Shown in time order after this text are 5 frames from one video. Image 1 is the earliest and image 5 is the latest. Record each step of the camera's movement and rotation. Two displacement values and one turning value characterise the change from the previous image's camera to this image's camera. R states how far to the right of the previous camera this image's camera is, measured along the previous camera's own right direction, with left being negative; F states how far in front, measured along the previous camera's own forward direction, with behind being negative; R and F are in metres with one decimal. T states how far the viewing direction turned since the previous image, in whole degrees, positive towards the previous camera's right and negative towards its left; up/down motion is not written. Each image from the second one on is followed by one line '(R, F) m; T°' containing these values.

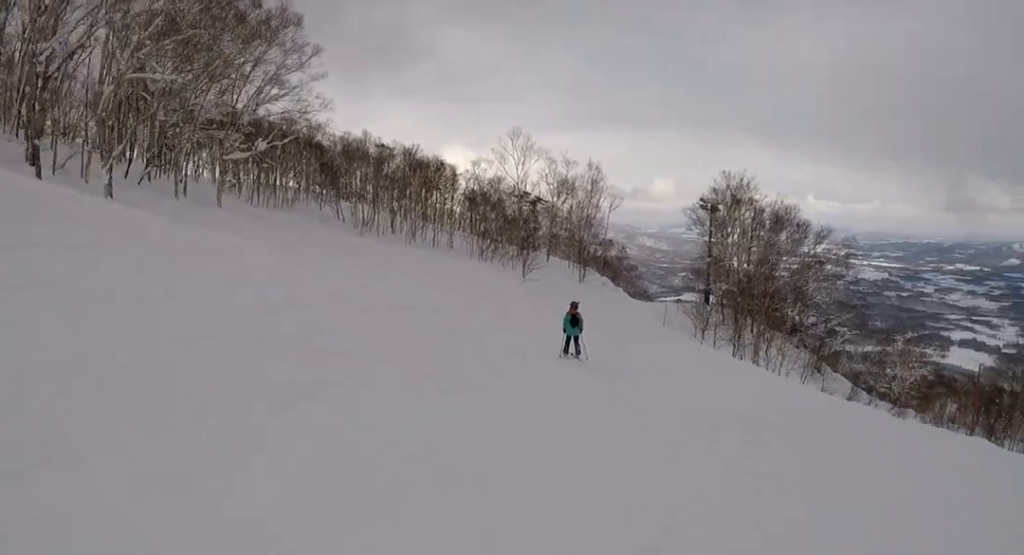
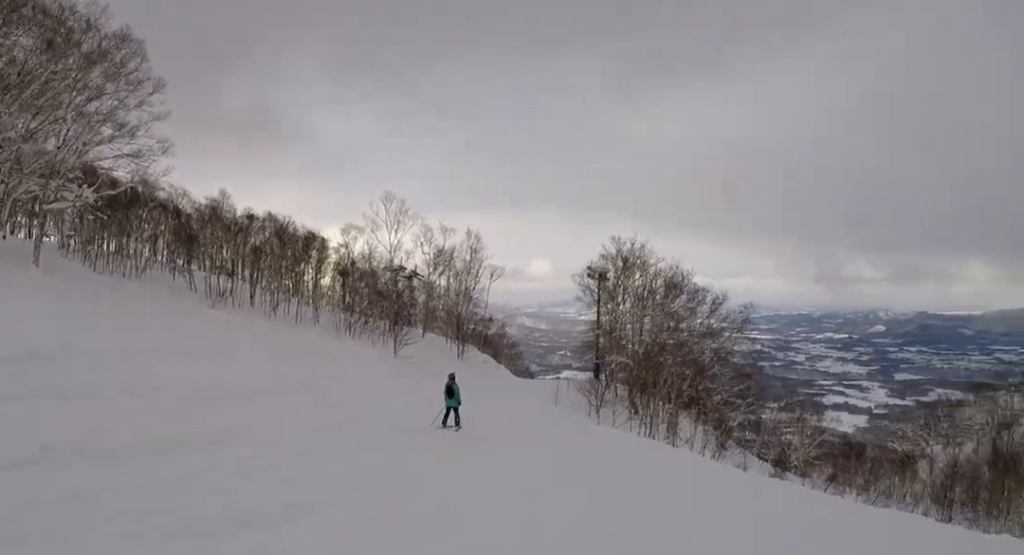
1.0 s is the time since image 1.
(+0.2, +7.5) m; +15°
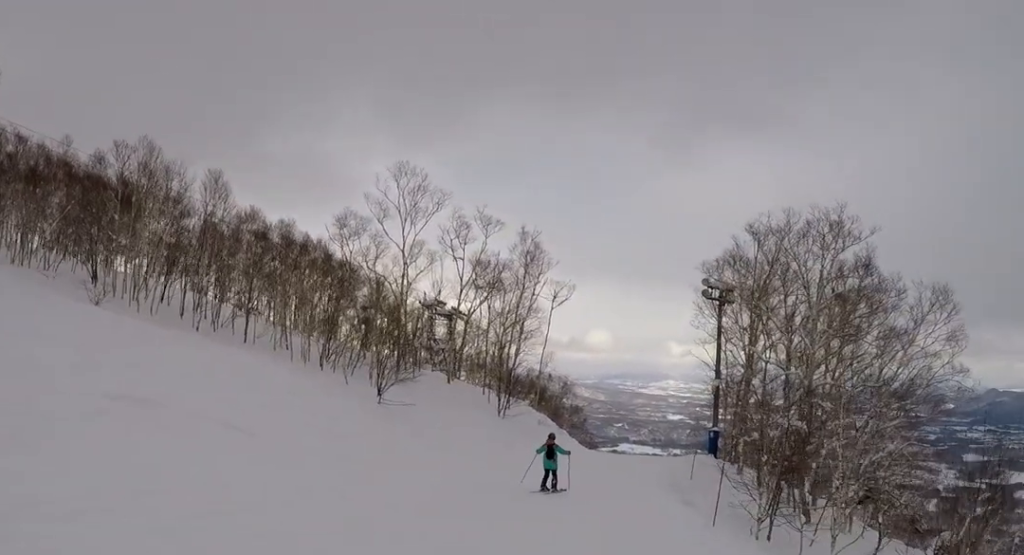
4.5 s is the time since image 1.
(-1.7, +24.5) m; -10°
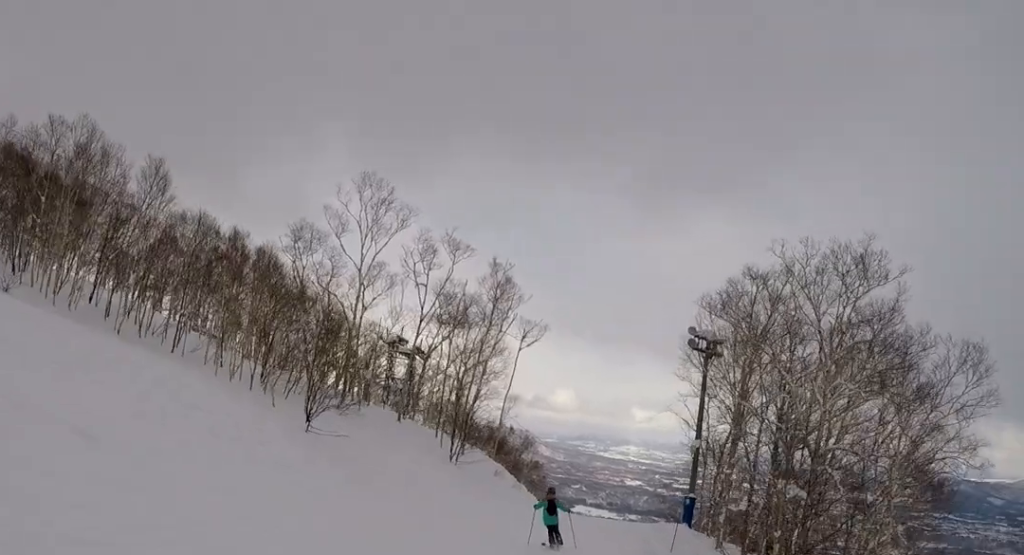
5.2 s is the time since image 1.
(+0.3, +4.8) m; 0°
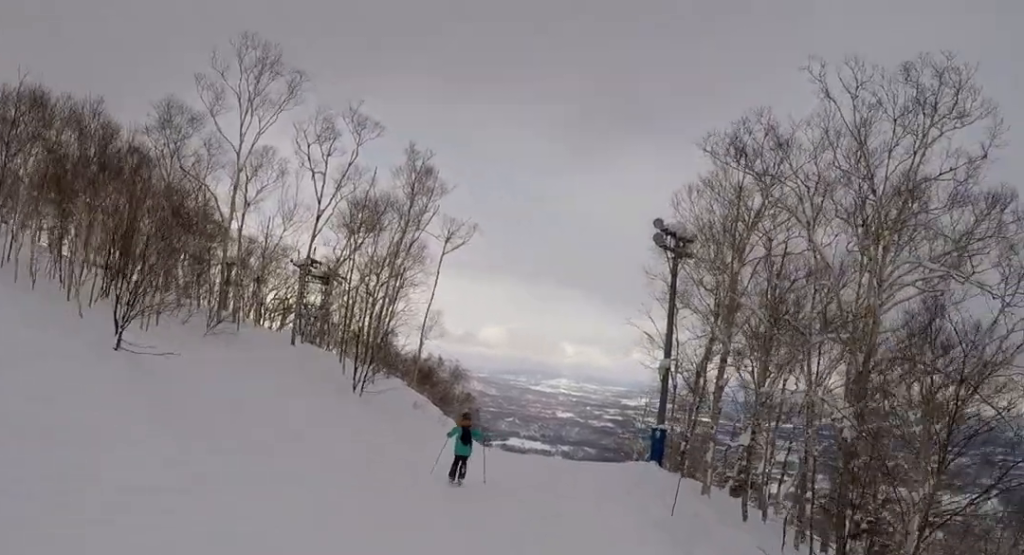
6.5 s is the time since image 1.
(-0.1, +8.6) m; +8°
